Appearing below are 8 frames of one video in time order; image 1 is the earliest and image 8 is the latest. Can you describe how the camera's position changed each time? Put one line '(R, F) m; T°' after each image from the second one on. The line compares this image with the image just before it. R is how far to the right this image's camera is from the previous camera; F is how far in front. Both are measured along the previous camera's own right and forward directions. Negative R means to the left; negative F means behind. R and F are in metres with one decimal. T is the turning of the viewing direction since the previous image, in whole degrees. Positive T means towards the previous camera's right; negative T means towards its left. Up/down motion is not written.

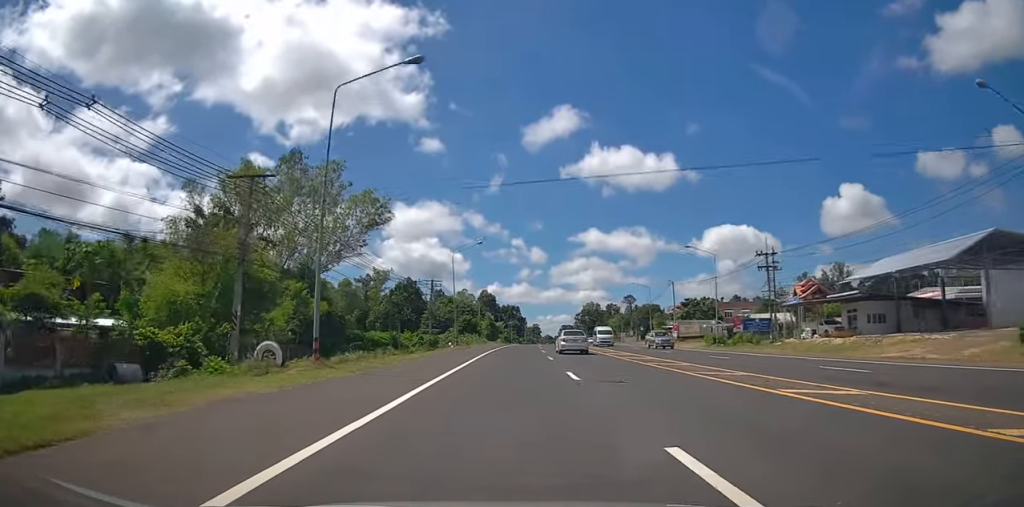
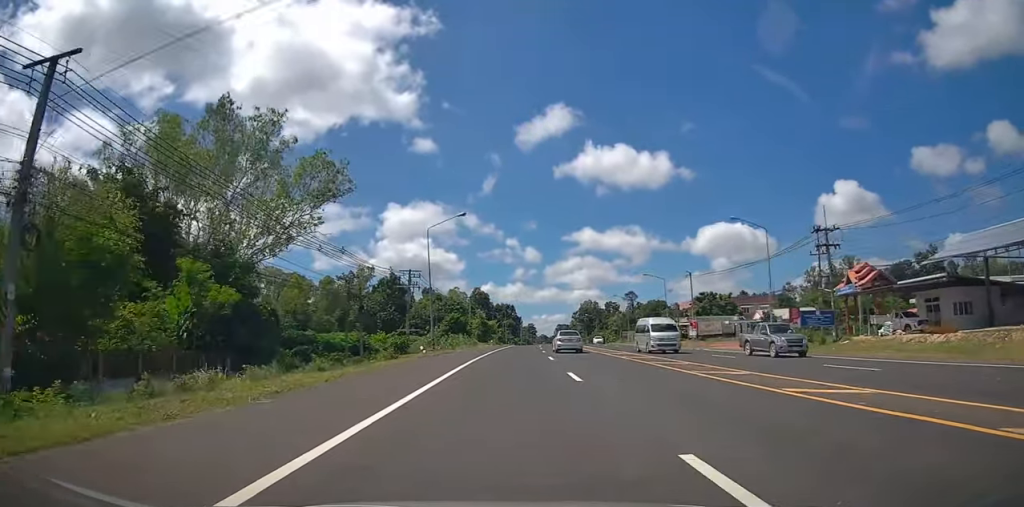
(-0.1, +12.4) m; 0°
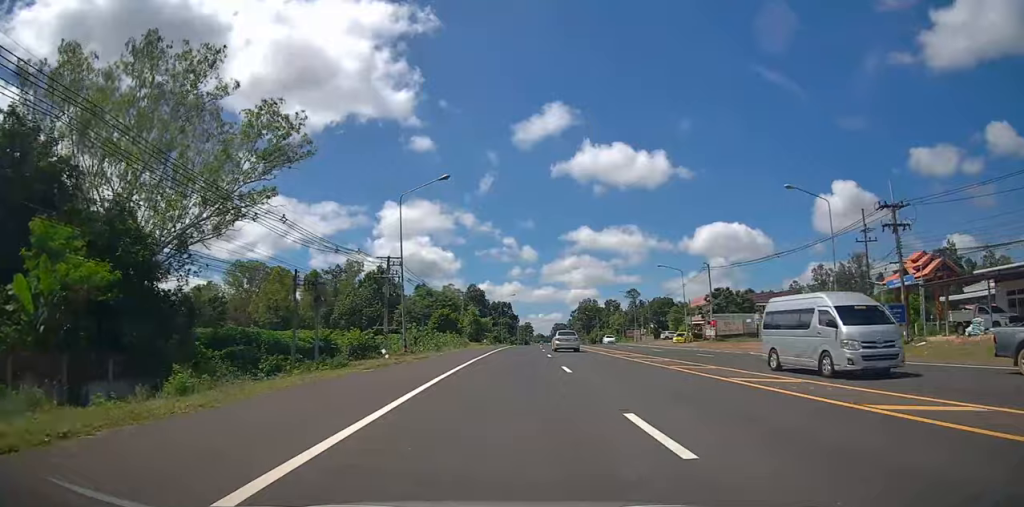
(0.0, +9.5) m; +1°
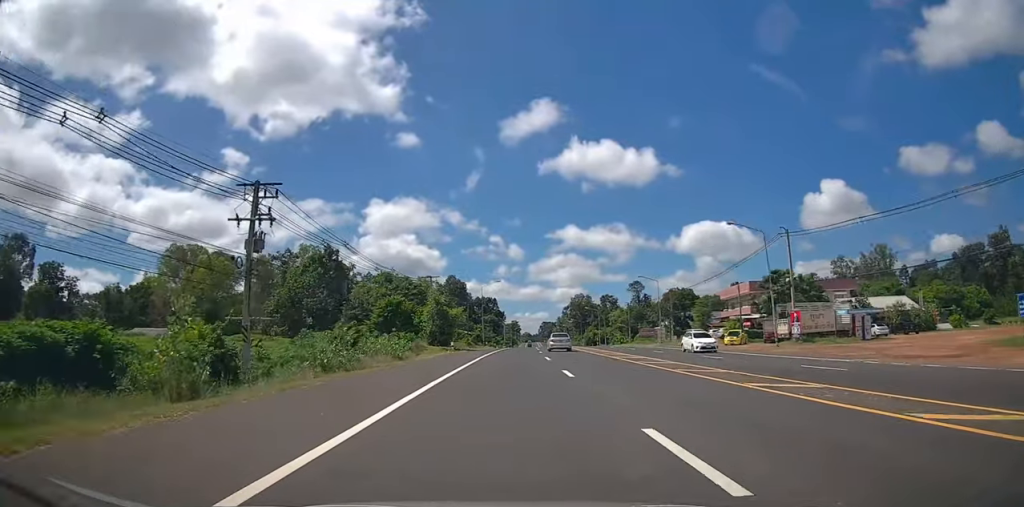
(+0.7, +25.5) m; +2°
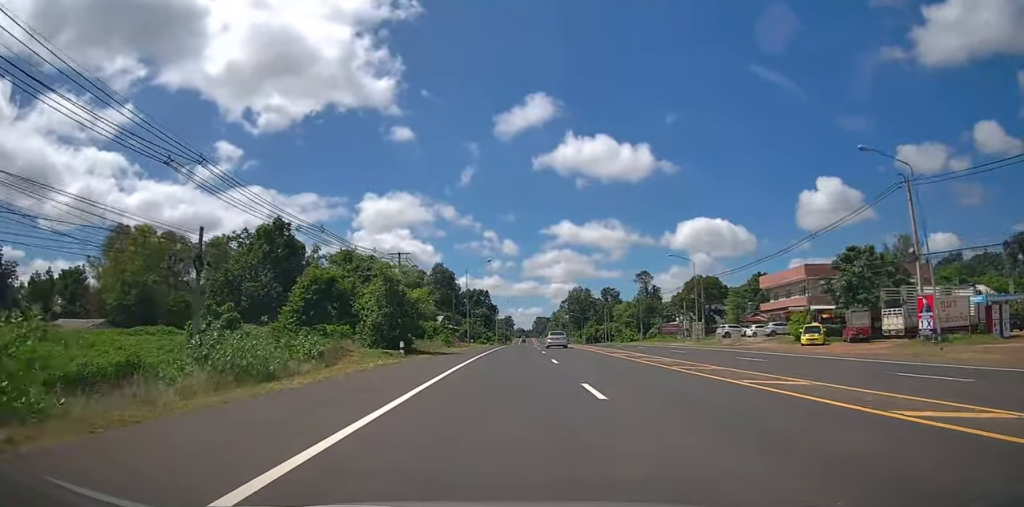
(-0.1, +17.9) m; 0°
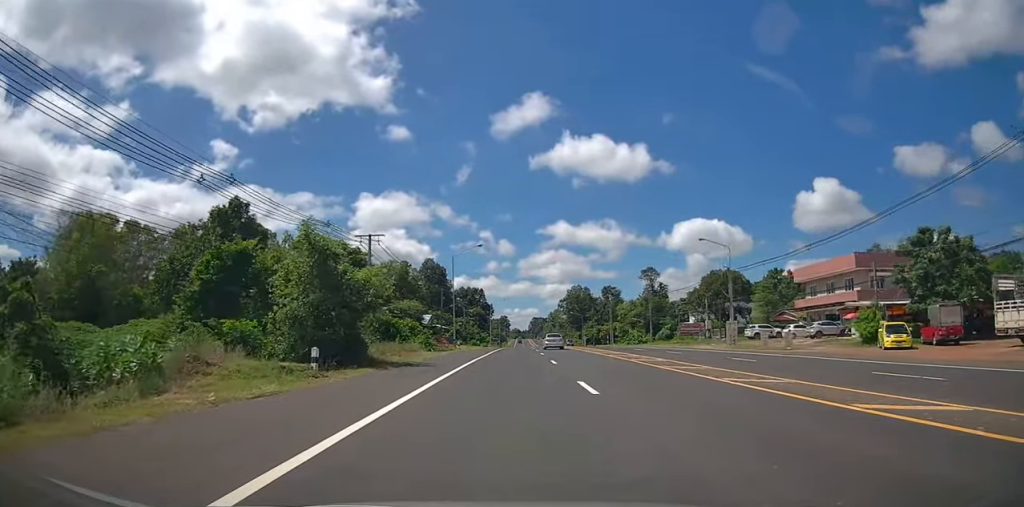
(-0.1, +11.0) m; 0°
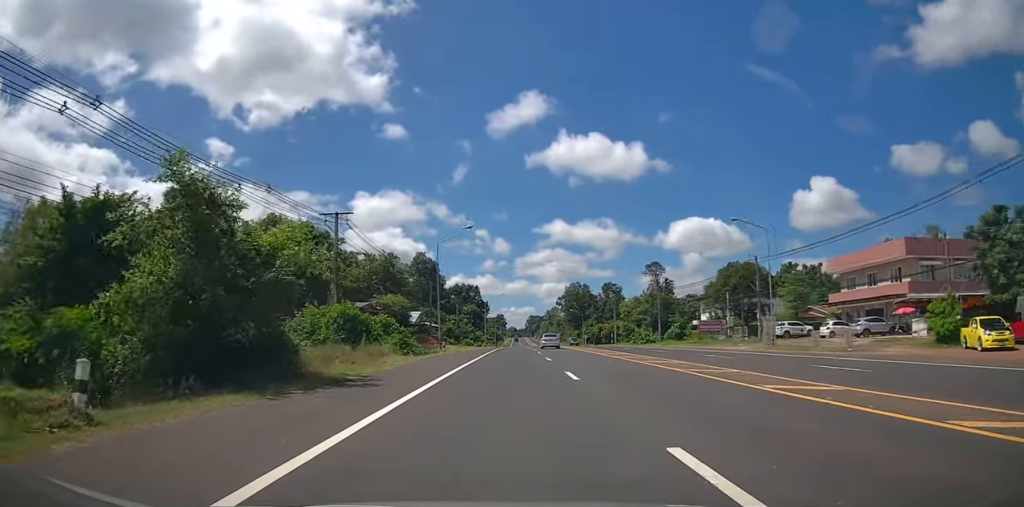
(+0.2, +8.4) m; 0°
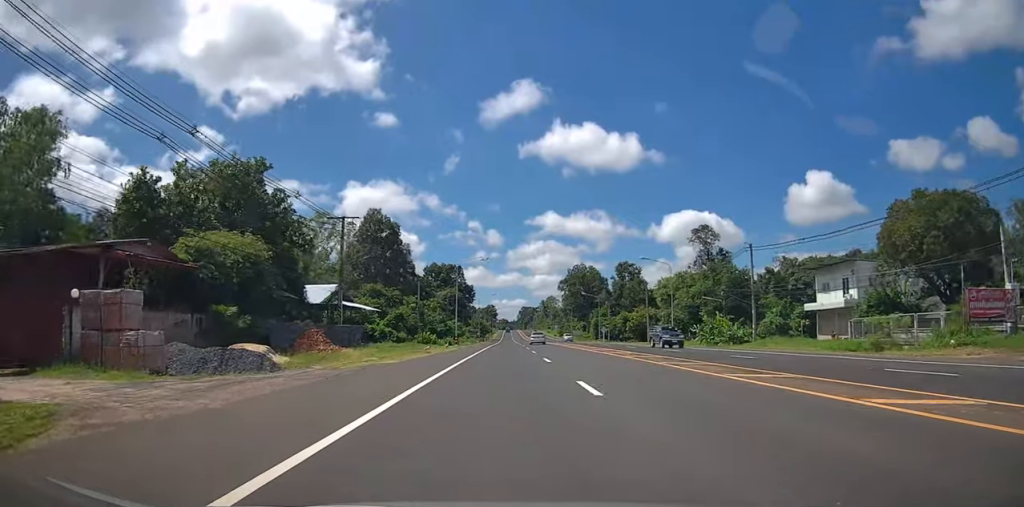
(+0.4, +40.3) m; +2°
